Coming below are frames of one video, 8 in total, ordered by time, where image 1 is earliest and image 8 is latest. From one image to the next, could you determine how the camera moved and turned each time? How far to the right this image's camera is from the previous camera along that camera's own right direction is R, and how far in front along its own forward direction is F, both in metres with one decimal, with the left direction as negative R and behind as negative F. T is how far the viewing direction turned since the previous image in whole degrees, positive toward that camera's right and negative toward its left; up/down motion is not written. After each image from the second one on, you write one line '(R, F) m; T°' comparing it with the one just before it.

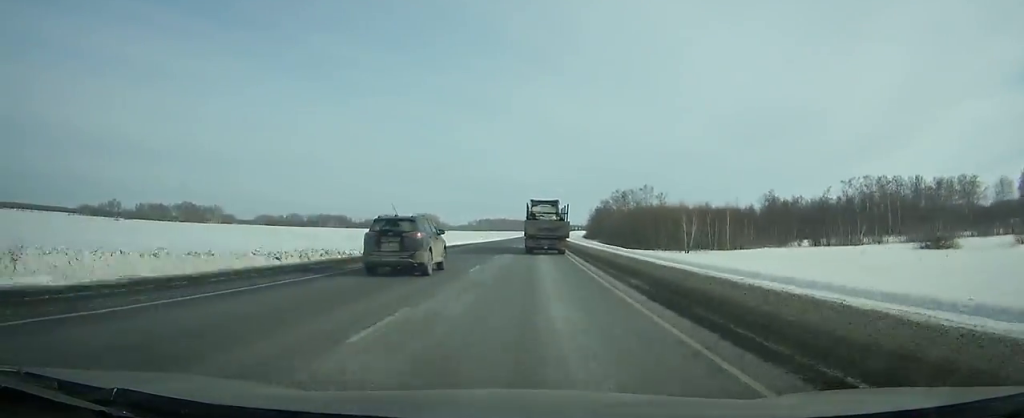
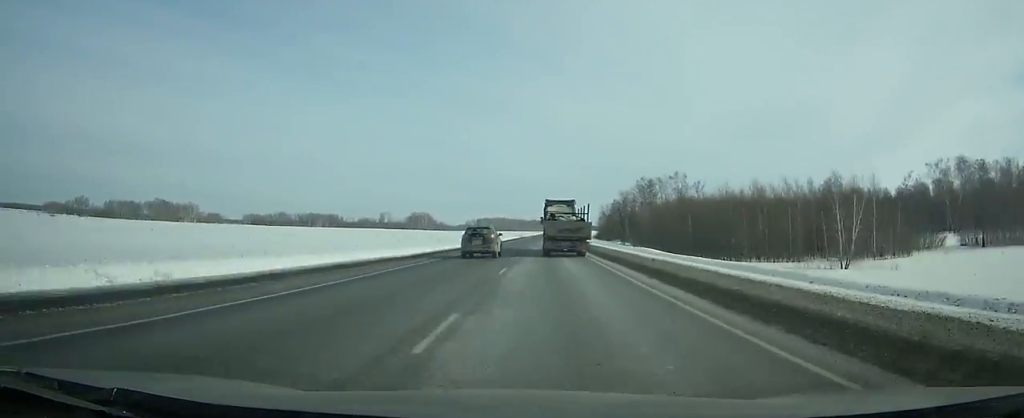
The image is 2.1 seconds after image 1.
(+0.1, +49.4) m; 0°
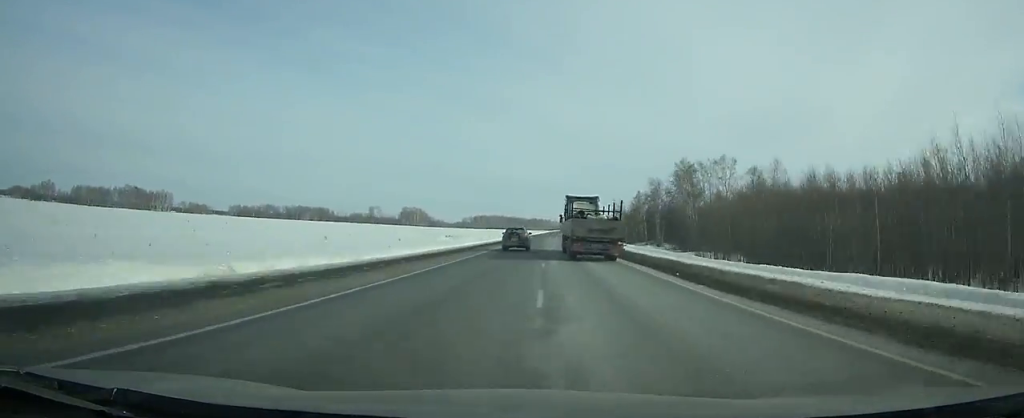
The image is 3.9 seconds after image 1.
(-0.2, +44.1) m; 0°
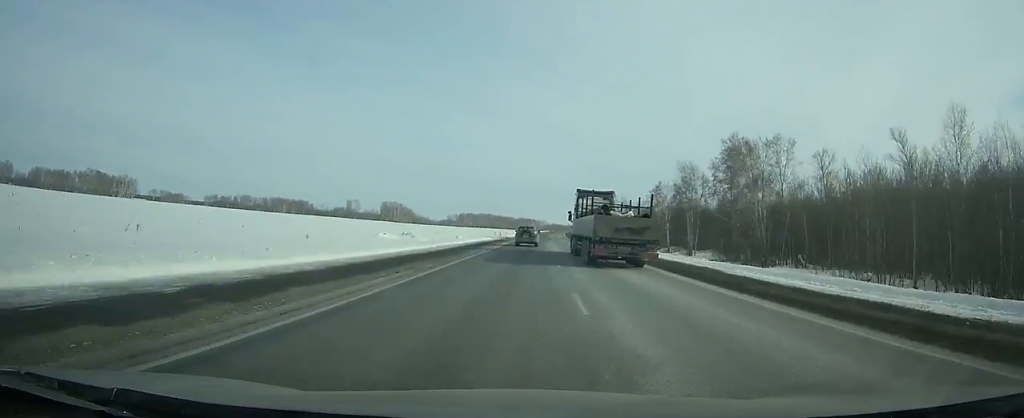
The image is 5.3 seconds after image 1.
(+0.2, +36.4) m; +1°
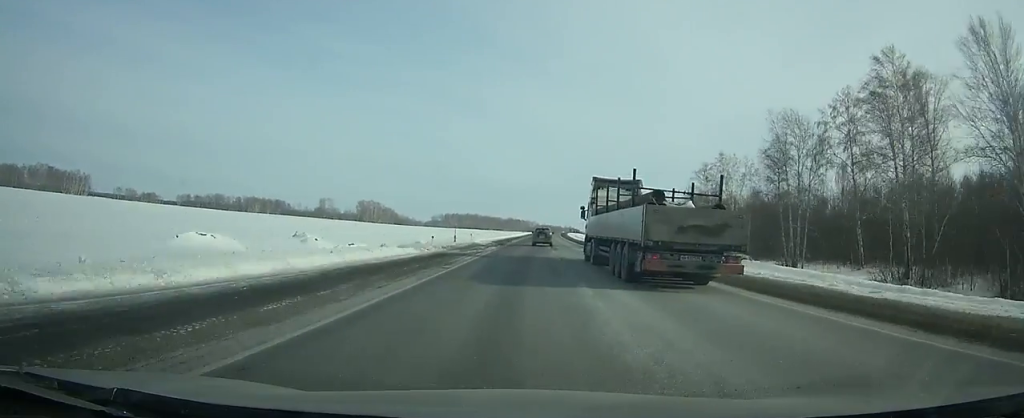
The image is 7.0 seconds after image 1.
(+0.2, +45.0) m; +1°
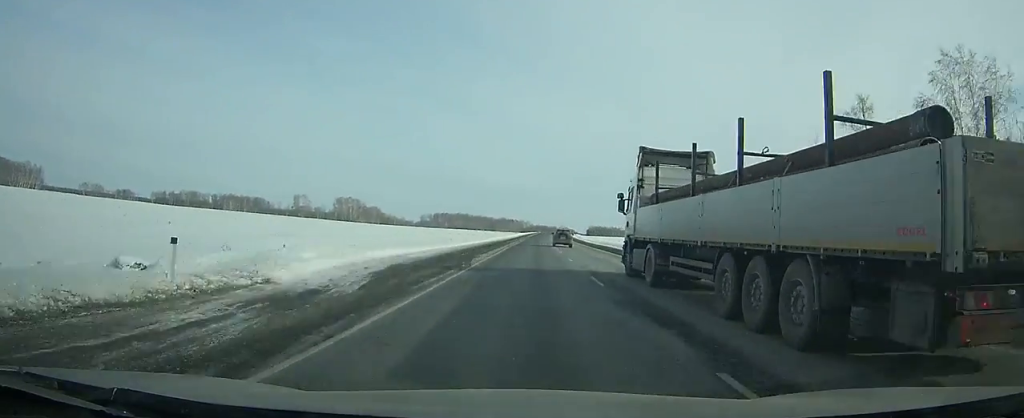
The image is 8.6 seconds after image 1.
(+0.5, +44.5) m; +1°
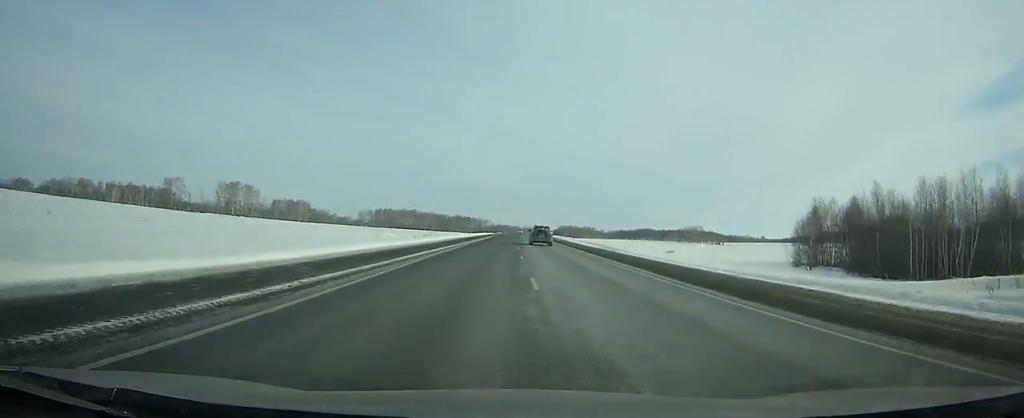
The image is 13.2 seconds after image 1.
(+2.7, +132.0) m; +3°
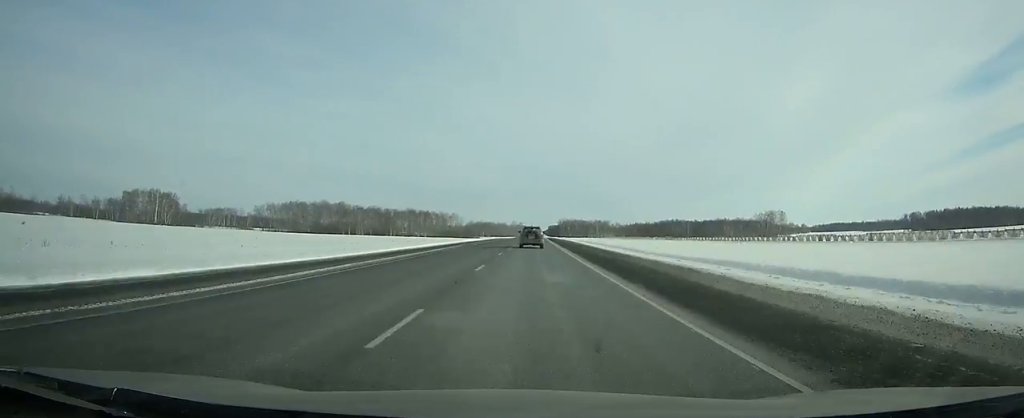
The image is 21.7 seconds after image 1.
(+4.4, +247.1) m; +2°
